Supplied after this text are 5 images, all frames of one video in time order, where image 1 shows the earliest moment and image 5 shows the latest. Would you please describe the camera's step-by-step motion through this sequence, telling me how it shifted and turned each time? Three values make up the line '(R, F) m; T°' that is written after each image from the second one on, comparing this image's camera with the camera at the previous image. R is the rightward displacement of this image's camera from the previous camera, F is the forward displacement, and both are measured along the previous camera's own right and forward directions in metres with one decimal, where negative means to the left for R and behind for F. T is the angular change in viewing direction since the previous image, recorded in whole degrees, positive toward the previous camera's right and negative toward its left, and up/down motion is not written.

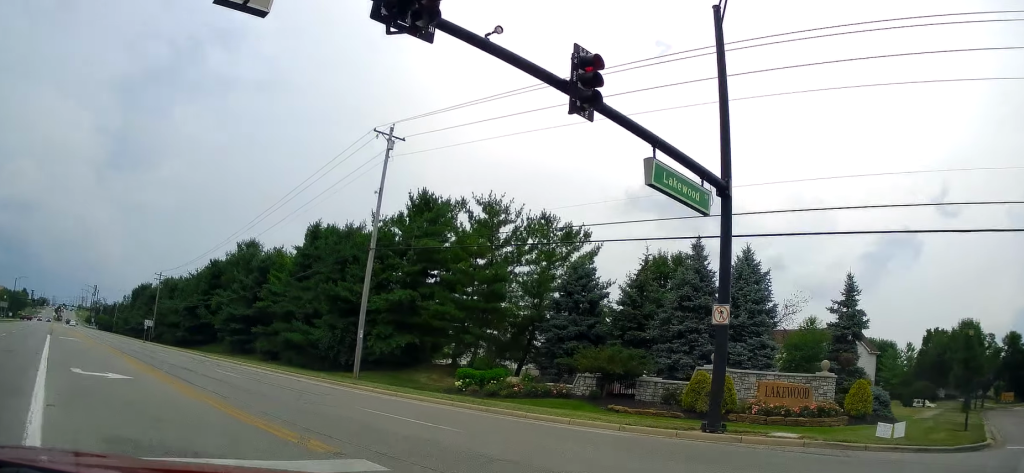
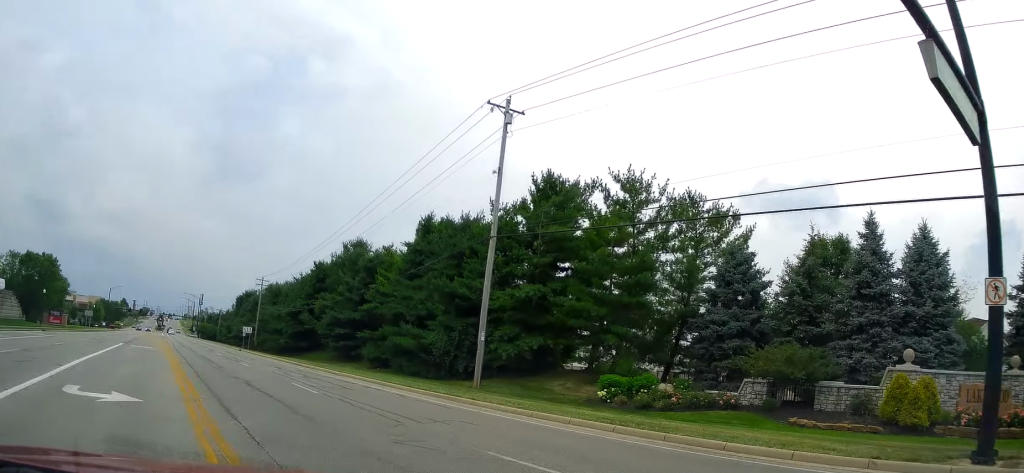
(-0.2, +4.9) m; -3°
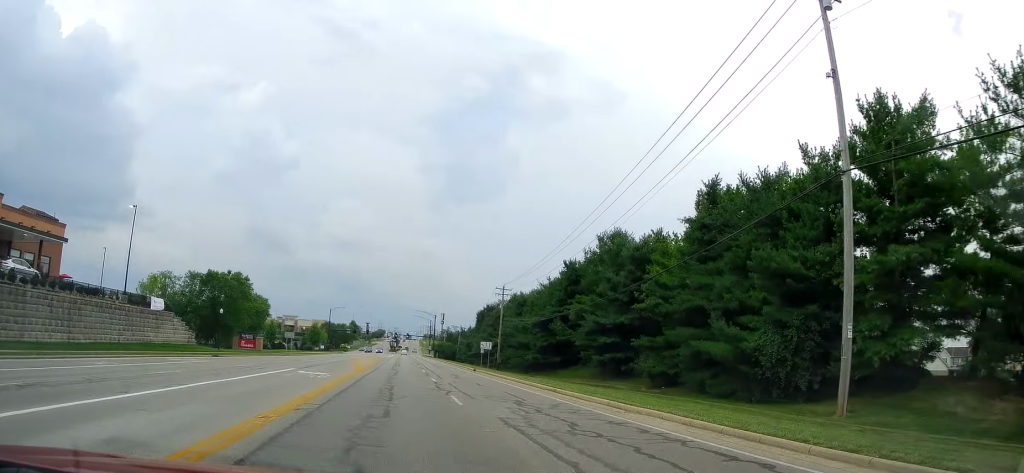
(-1.1, +12.3) m; -16°
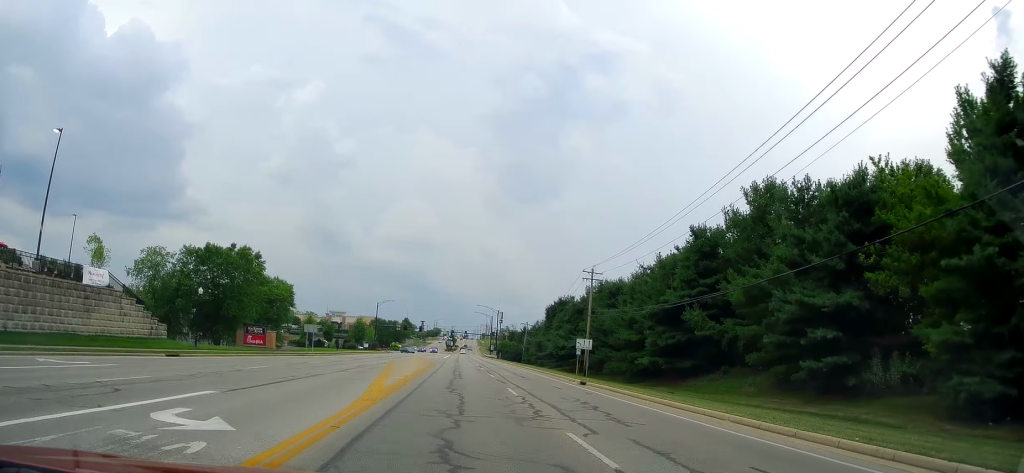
(-3.9, +18.4) m; -16°
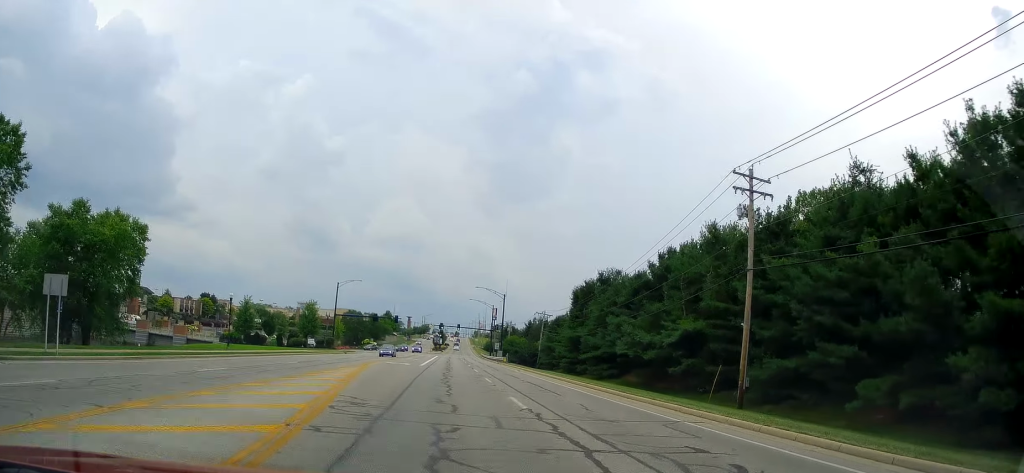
(-1.4, +38.7) m; -2°
